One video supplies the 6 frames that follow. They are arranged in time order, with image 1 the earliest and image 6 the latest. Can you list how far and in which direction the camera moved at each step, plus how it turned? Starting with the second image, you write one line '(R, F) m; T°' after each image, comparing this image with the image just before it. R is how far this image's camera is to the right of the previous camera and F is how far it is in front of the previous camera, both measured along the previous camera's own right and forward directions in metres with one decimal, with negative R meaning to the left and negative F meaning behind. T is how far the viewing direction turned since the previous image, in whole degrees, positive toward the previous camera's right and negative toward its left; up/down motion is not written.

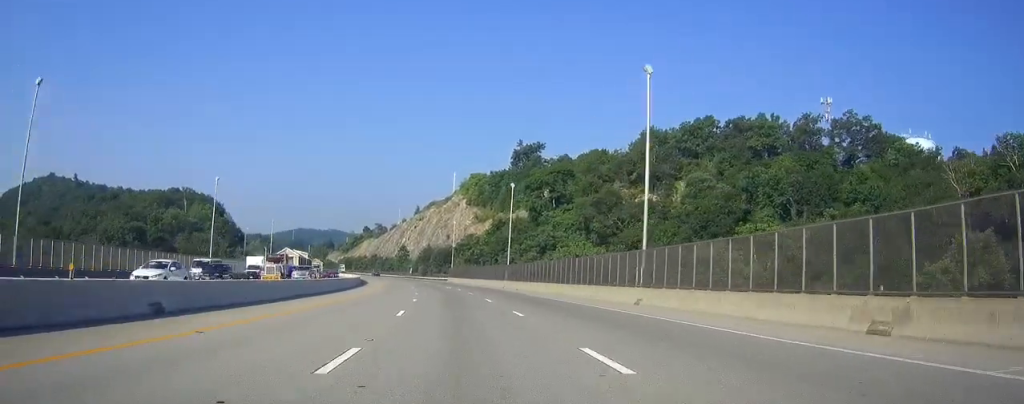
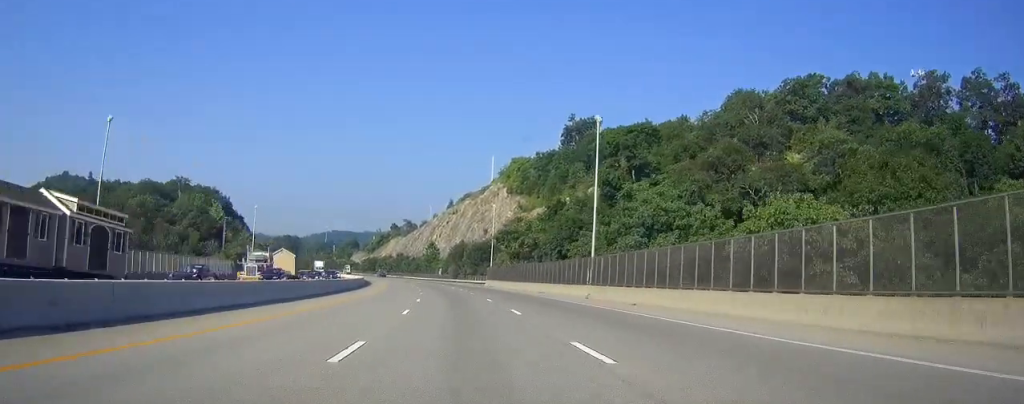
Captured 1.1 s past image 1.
(-1.1, +37.2) m; -3°
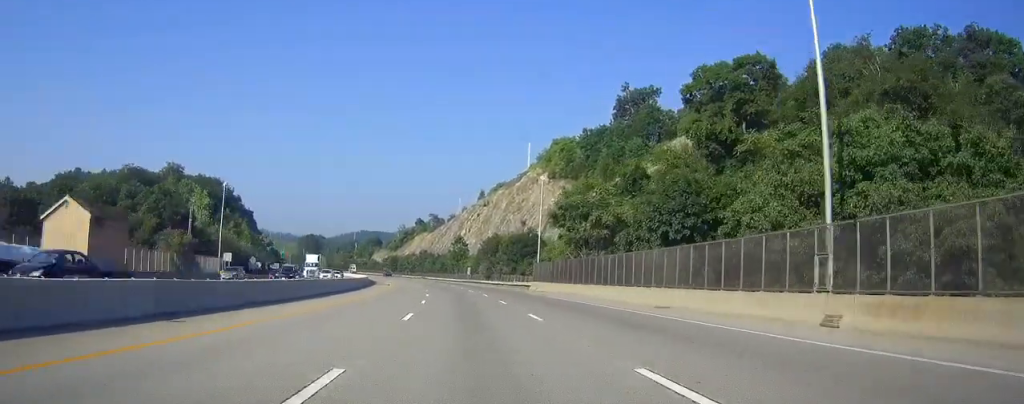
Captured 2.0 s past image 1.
(-0.7, +29.6) m; -2°
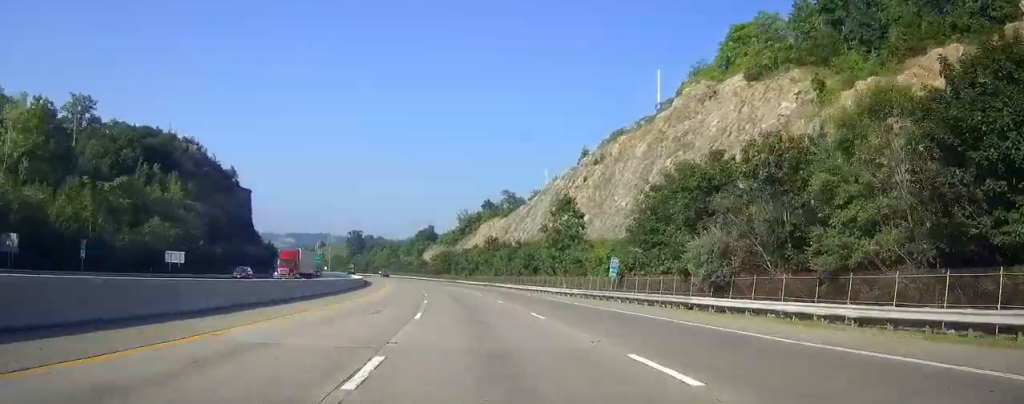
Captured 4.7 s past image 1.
(-4.2, +87.4) m; -6°
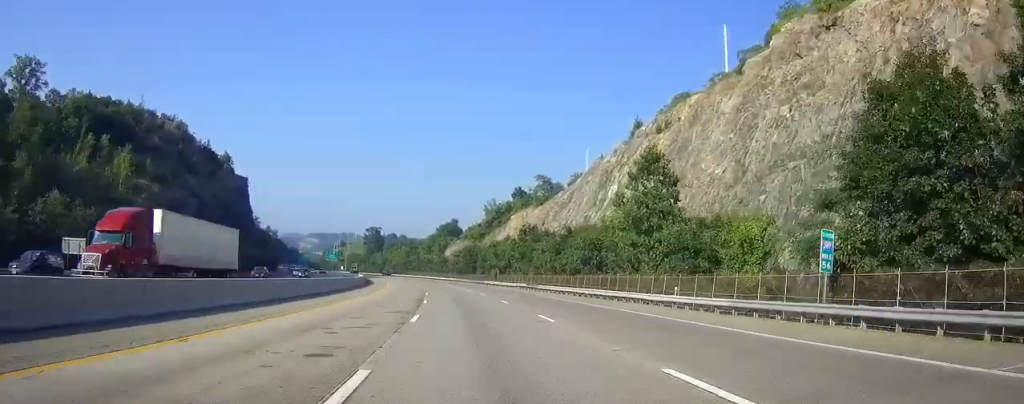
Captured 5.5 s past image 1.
(-0.3, +27.2) m; -2°
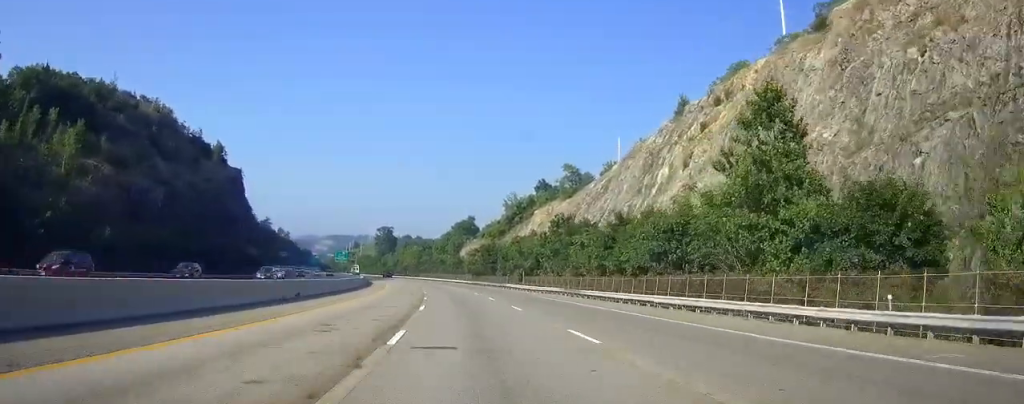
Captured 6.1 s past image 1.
(-0.4, +18.4) m; -2°
